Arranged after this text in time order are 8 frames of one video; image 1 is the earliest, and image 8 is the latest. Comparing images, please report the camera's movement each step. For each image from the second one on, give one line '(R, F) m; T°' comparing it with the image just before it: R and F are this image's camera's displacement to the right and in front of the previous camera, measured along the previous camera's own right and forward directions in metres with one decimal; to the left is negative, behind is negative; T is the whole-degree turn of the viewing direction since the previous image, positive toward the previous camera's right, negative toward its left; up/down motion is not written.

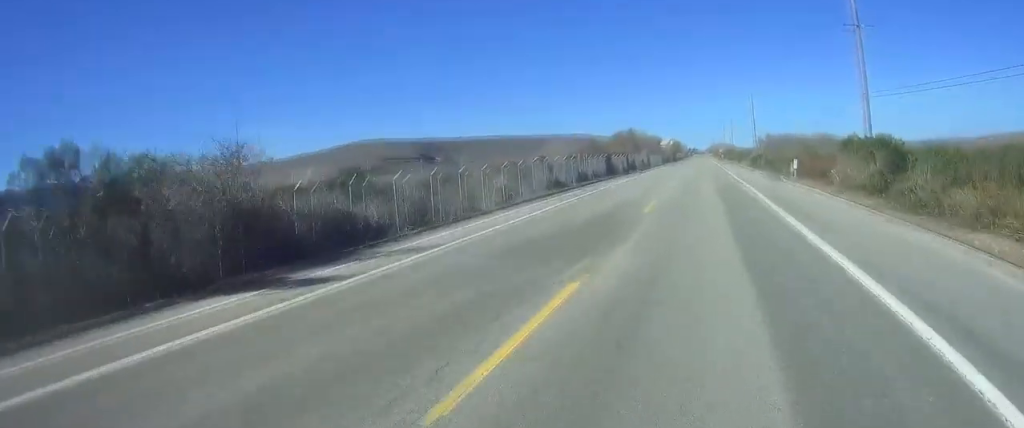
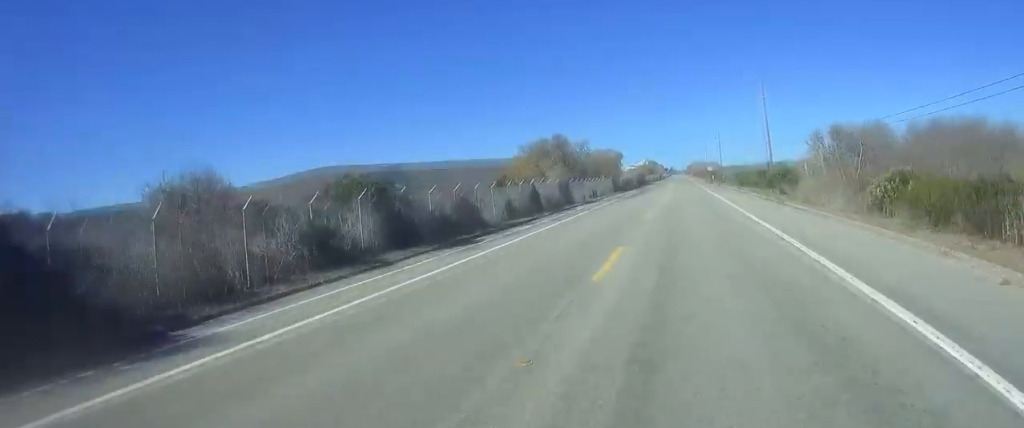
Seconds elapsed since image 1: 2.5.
(-0.6, +65.3) m; -1°
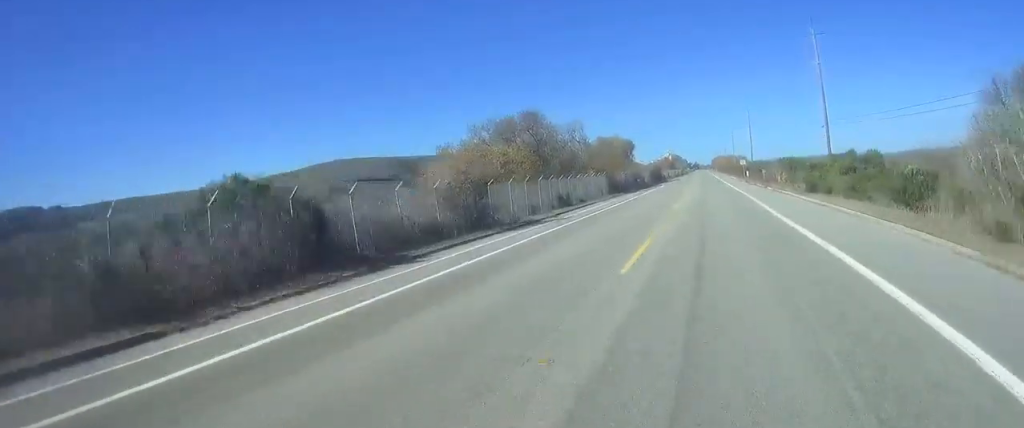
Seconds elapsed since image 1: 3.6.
(+0.2, +29.0) m; +3°
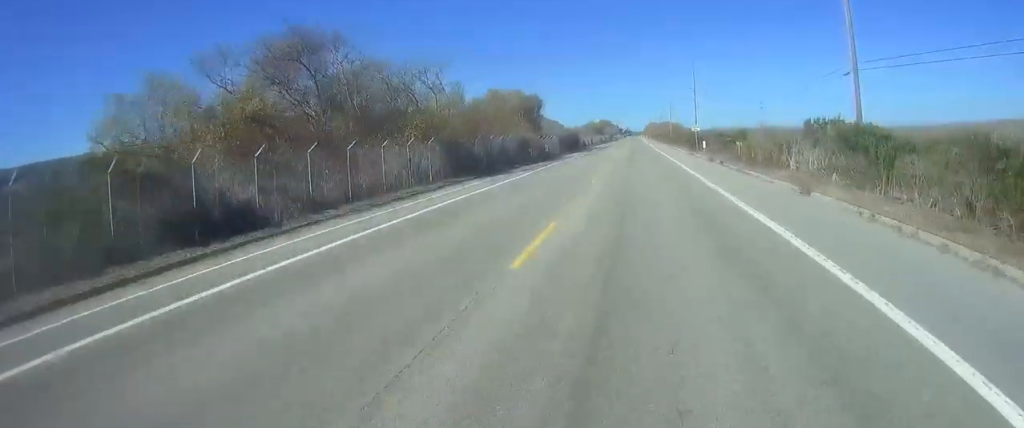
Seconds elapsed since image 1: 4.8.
(+1.0, +31.2) m; 0°
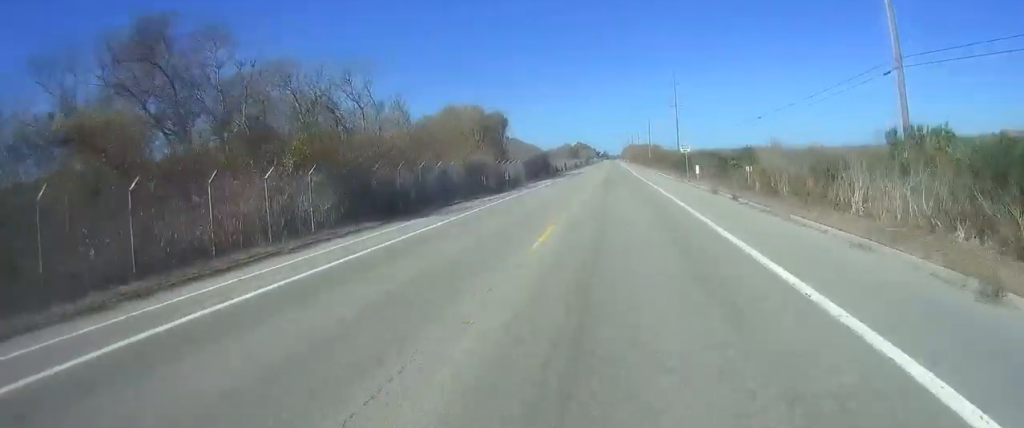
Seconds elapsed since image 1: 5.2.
(-0.2, +10.5) m; -1°
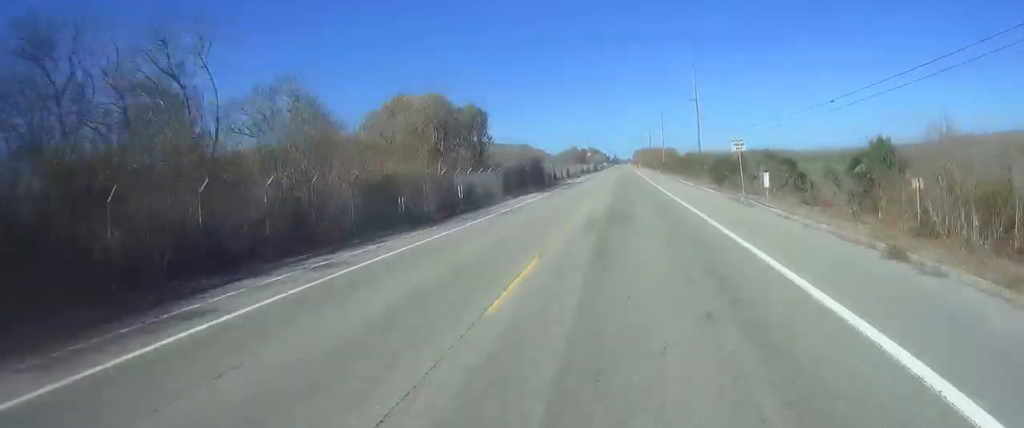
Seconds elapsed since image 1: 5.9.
(-0.1, +19.3) m; 0°
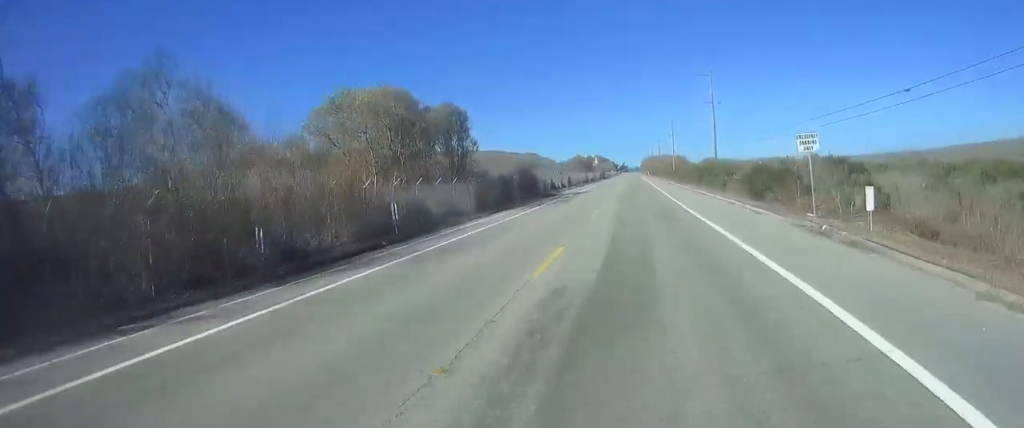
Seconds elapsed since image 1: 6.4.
(0.0, +11.5) m; 0°
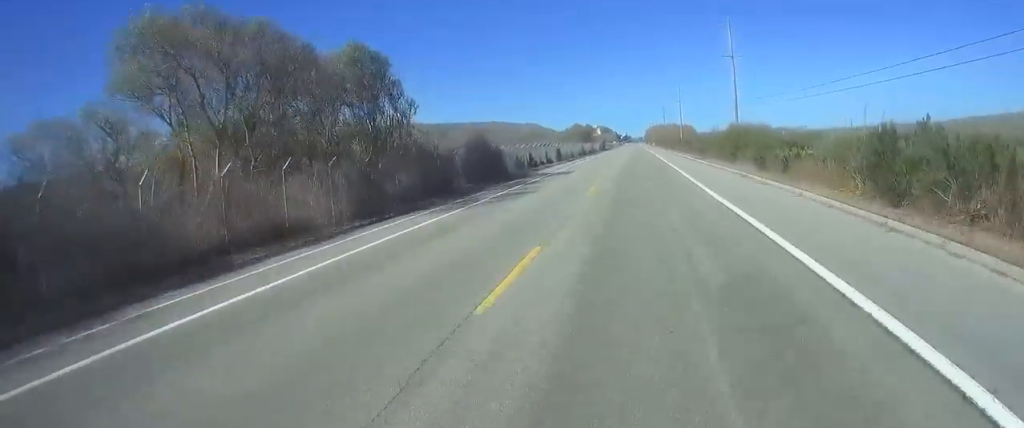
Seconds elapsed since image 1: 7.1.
(+0.2, +18.5) m; 0°
